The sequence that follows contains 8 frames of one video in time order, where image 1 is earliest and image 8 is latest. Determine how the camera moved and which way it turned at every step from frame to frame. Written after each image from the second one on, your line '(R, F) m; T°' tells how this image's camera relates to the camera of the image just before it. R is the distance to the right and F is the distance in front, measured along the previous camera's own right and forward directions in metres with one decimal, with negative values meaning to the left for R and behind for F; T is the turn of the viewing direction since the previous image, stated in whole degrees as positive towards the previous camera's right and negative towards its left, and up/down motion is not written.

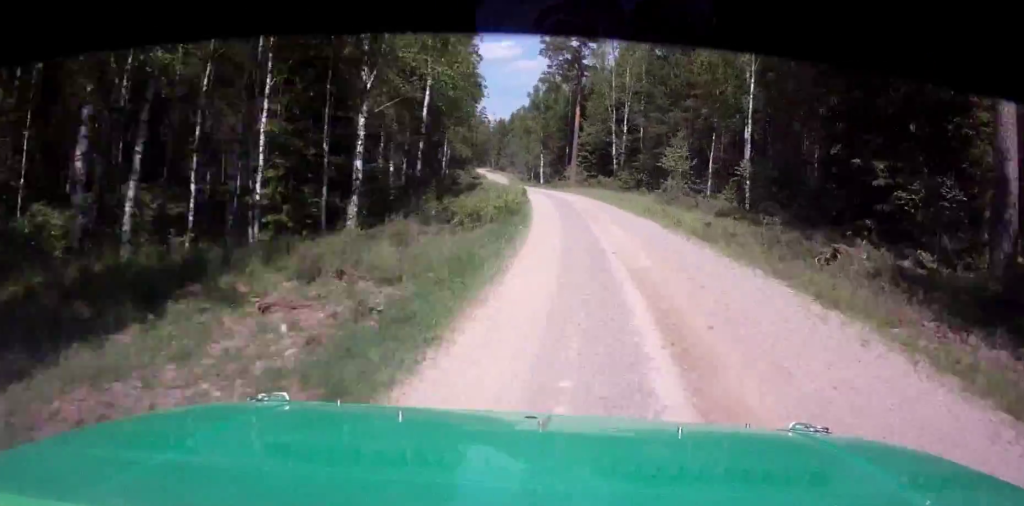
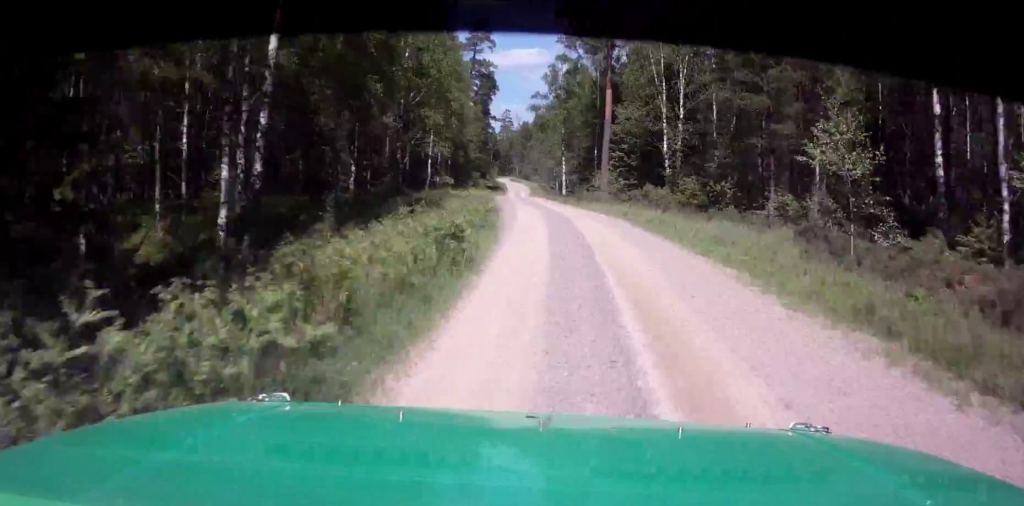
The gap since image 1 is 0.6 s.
(-1.4, +19.6) m; -4°
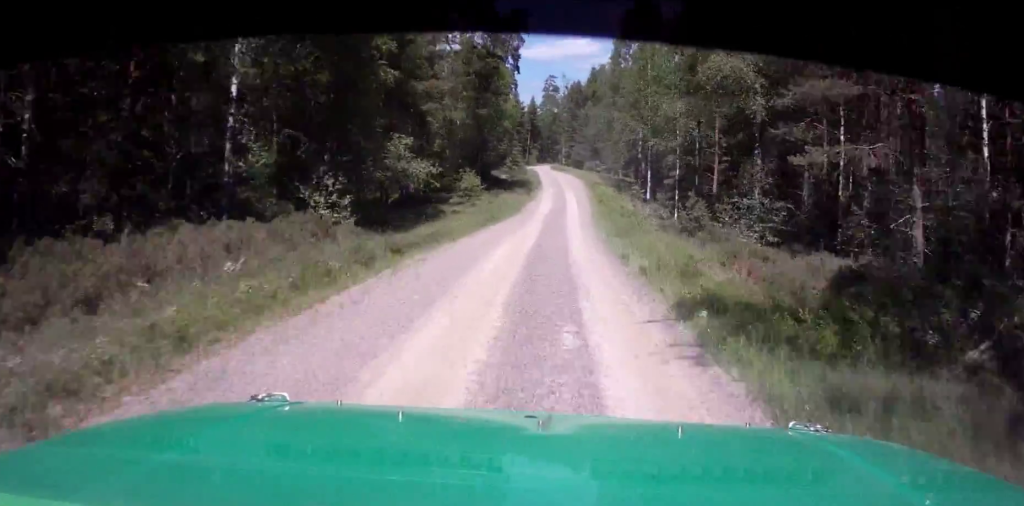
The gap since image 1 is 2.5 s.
(-2.7, +65.9) m; -2°
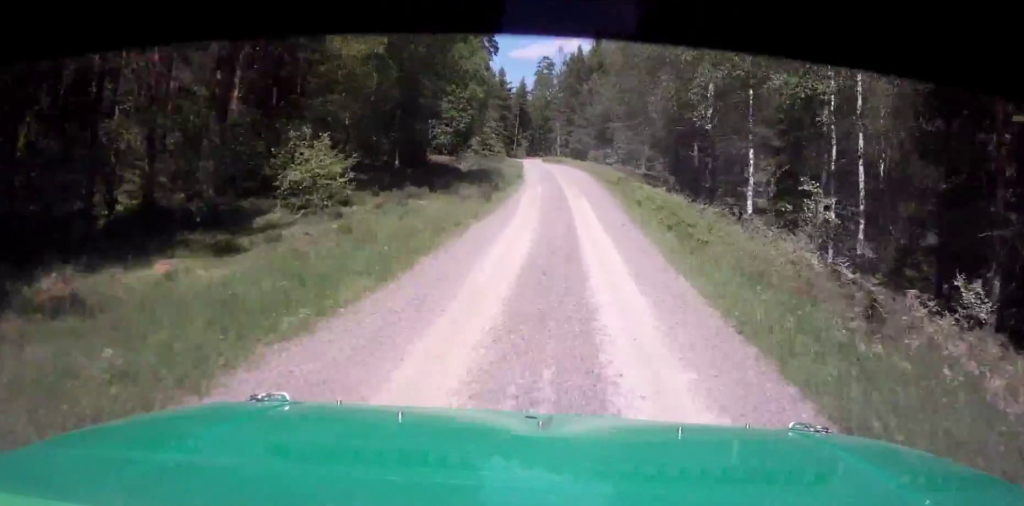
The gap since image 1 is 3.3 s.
(+0.2, +28.7) m; 0°
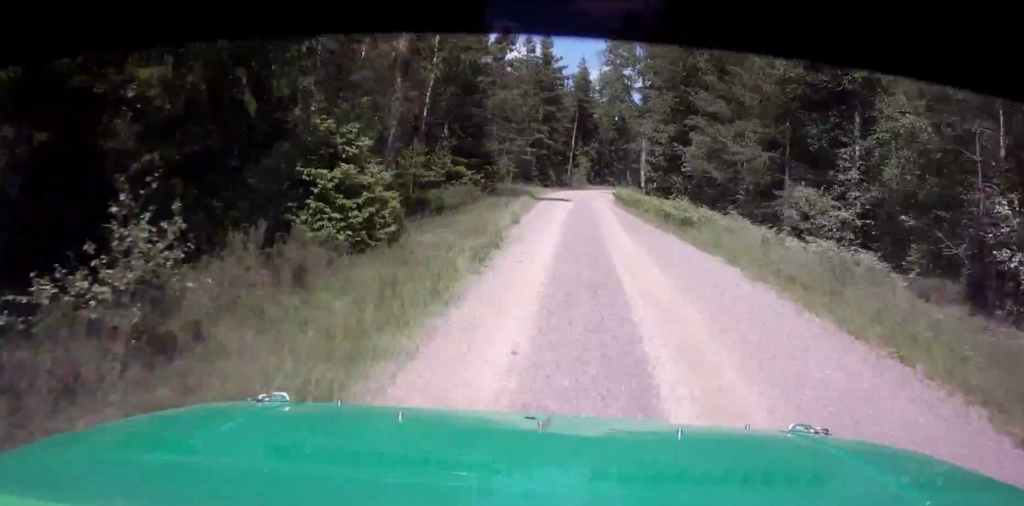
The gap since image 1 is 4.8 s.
(-0.7, +52.6) m; -1°
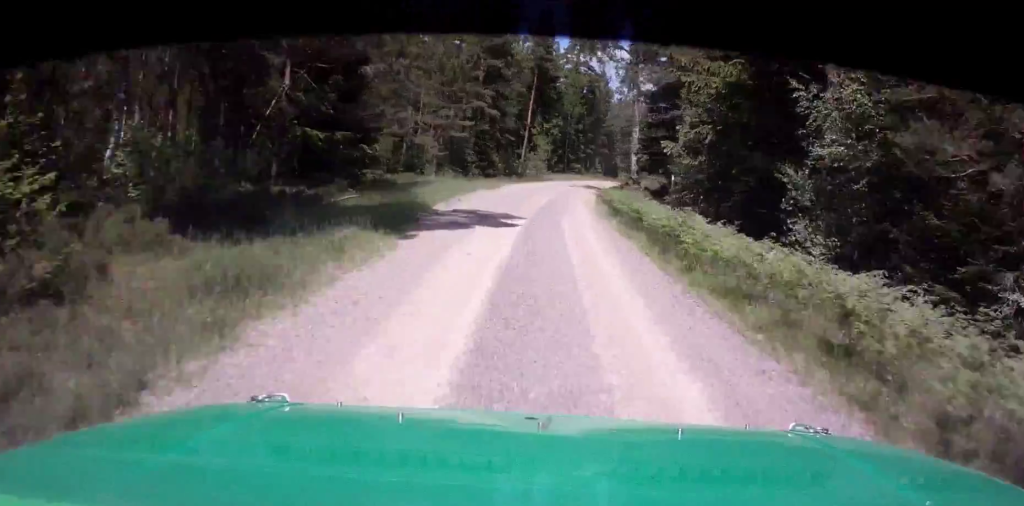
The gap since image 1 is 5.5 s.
(+0.2, +24.2) m; +1°
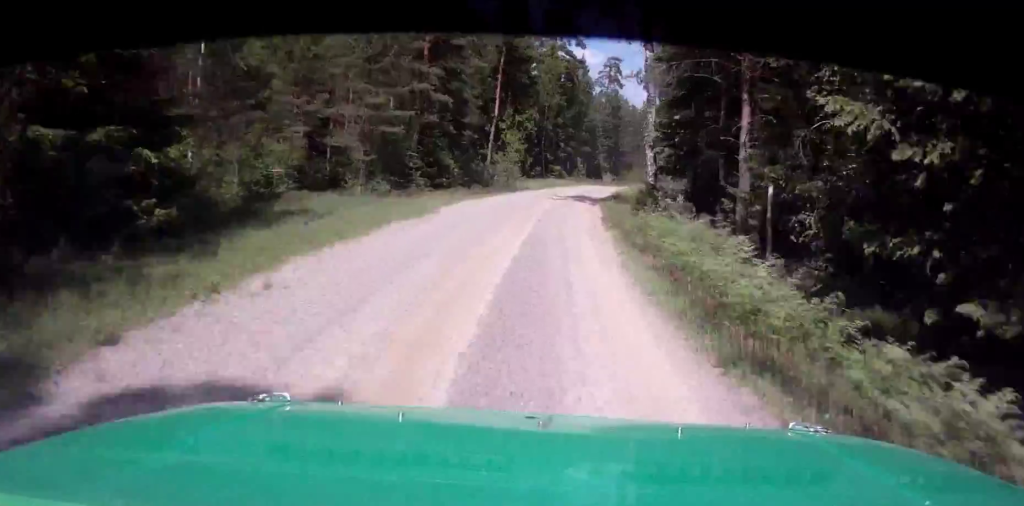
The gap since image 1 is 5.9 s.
(-0.2, +14.8) m; +1°
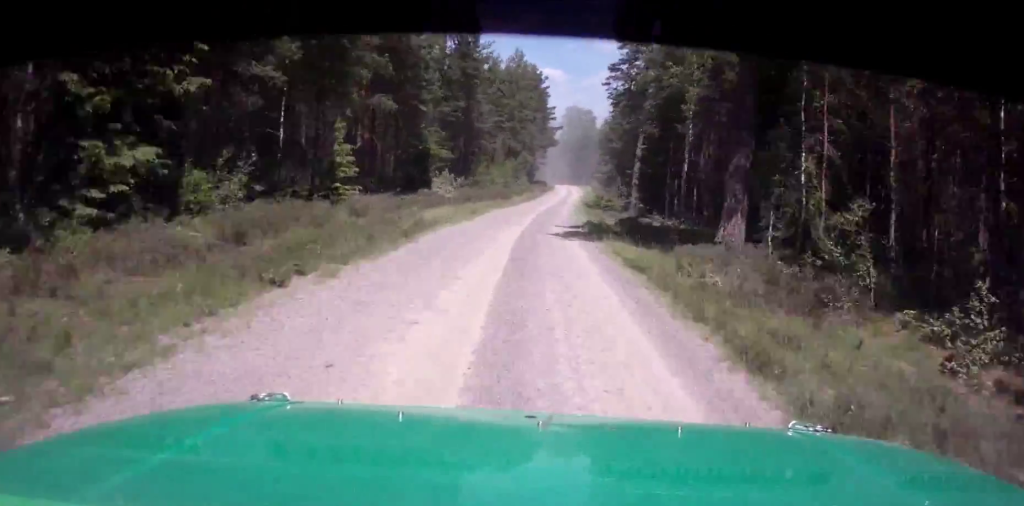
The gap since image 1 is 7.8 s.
(+5.8, +62.7) m; +10°
